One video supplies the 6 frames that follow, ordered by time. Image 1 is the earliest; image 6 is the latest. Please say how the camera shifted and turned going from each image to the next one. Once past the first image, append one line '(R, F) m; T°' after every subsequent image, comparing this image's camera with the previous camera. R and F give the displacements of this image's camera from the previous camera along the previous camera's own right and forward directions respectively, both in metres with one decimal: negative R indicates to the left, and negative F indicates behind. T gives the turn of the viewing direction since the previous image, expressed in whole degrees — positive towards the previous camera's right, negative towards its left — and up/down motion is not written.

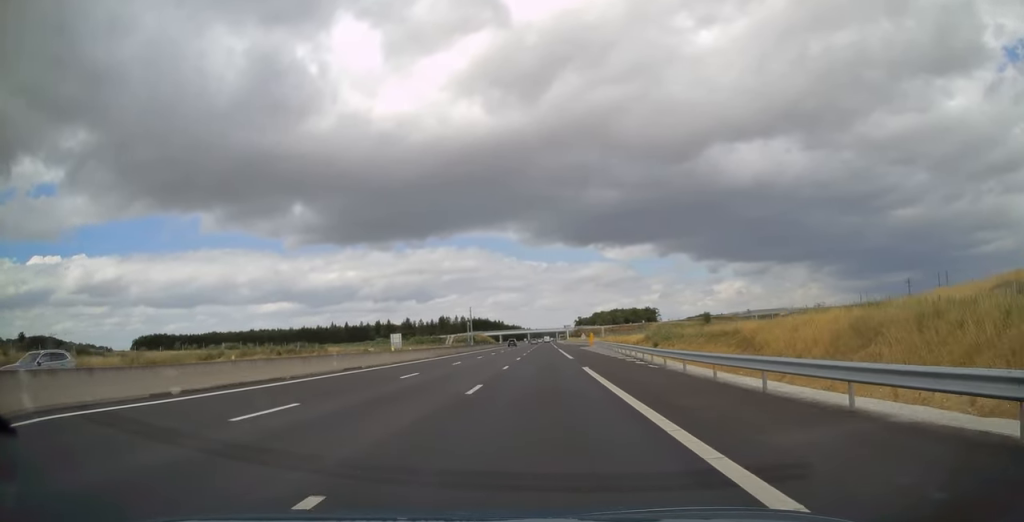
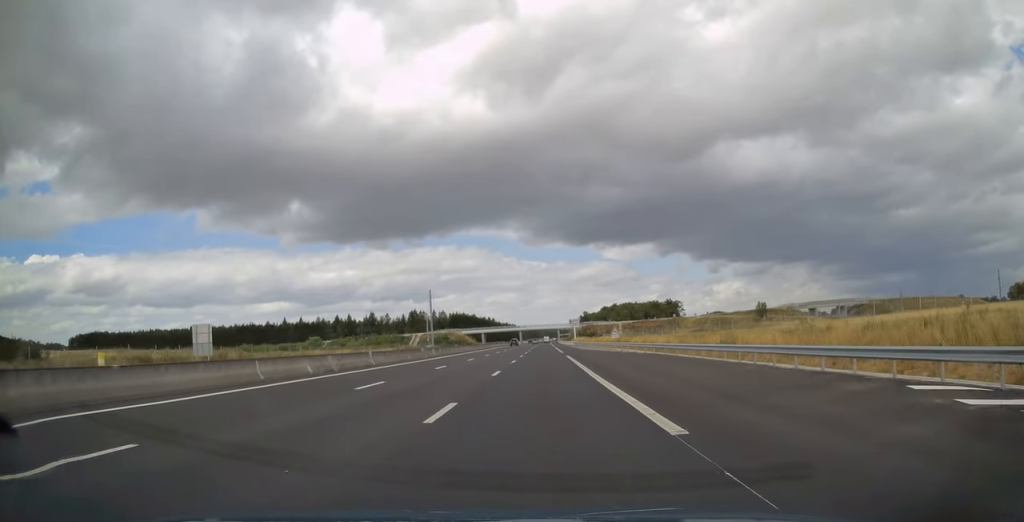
(+0.1, +90.6) m; 0°
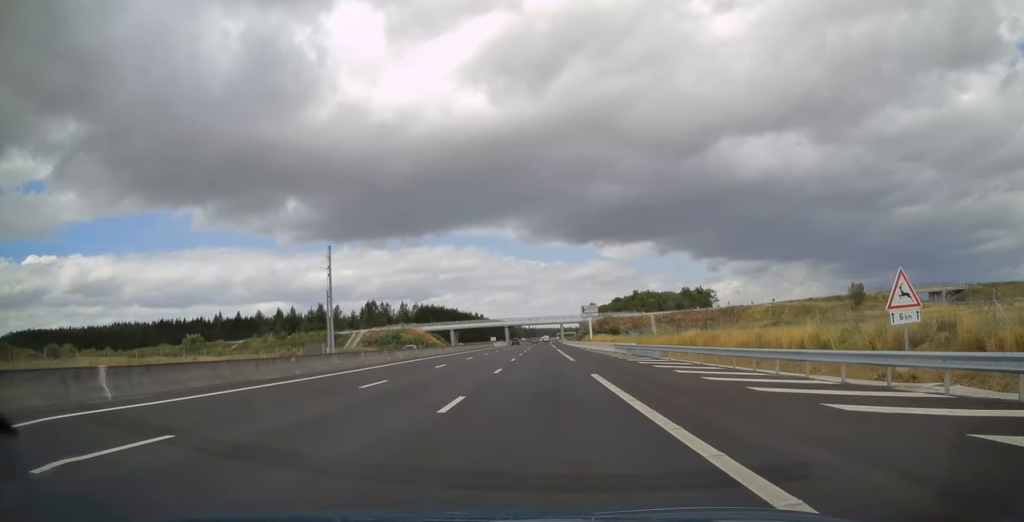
(+0.1, +73.3) m; 0°
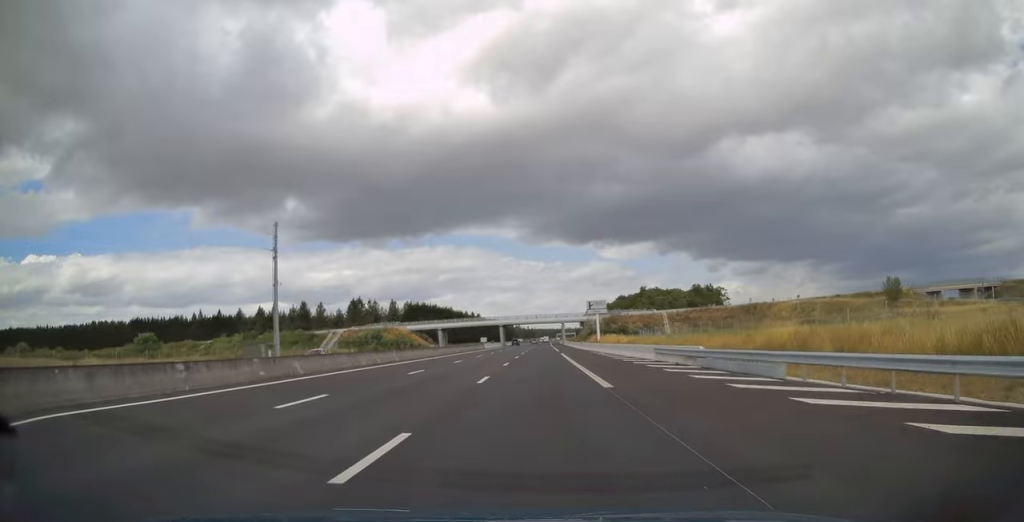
(0.0, +18.1) m; 0°
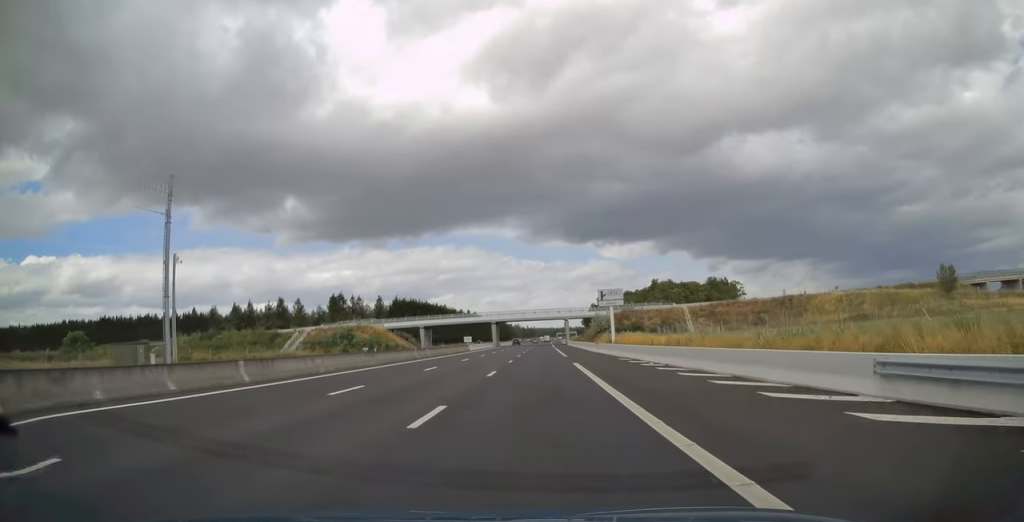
(0.0, +22.0) m; 0°
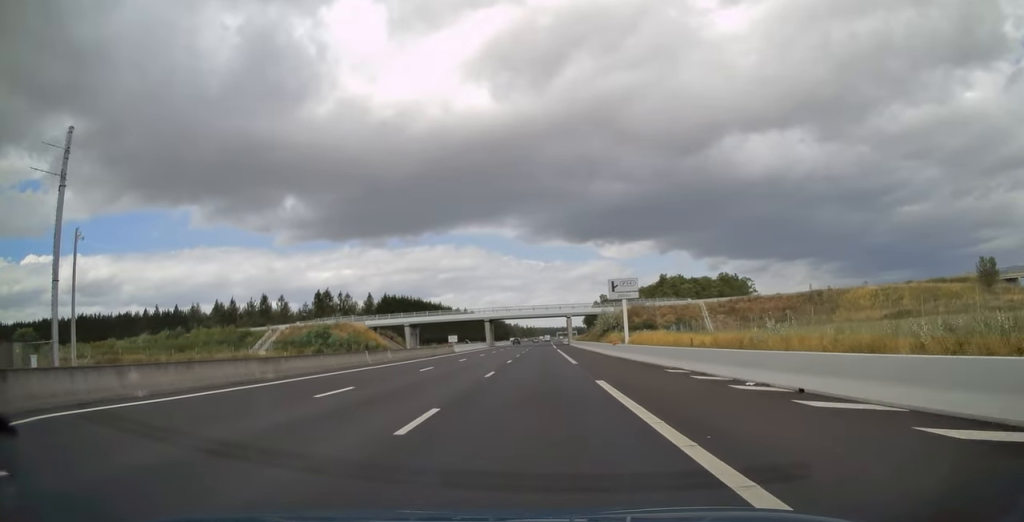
(0.0, +13.6) m; 0°
